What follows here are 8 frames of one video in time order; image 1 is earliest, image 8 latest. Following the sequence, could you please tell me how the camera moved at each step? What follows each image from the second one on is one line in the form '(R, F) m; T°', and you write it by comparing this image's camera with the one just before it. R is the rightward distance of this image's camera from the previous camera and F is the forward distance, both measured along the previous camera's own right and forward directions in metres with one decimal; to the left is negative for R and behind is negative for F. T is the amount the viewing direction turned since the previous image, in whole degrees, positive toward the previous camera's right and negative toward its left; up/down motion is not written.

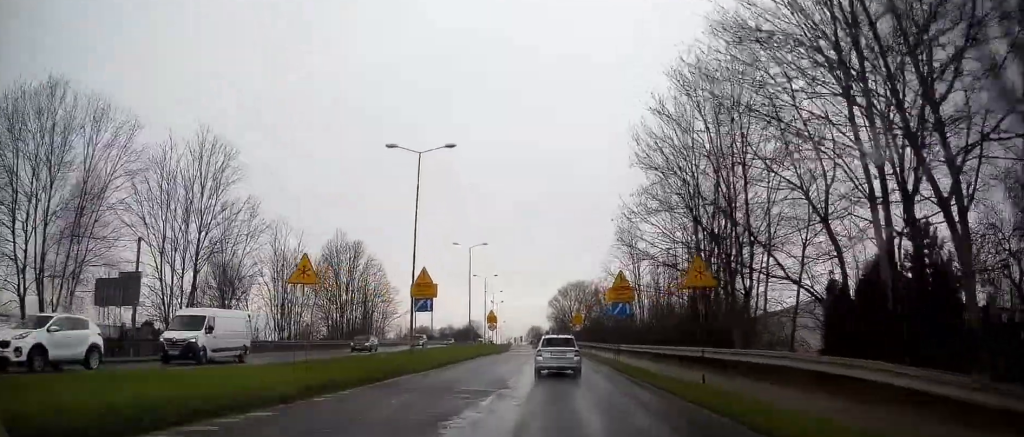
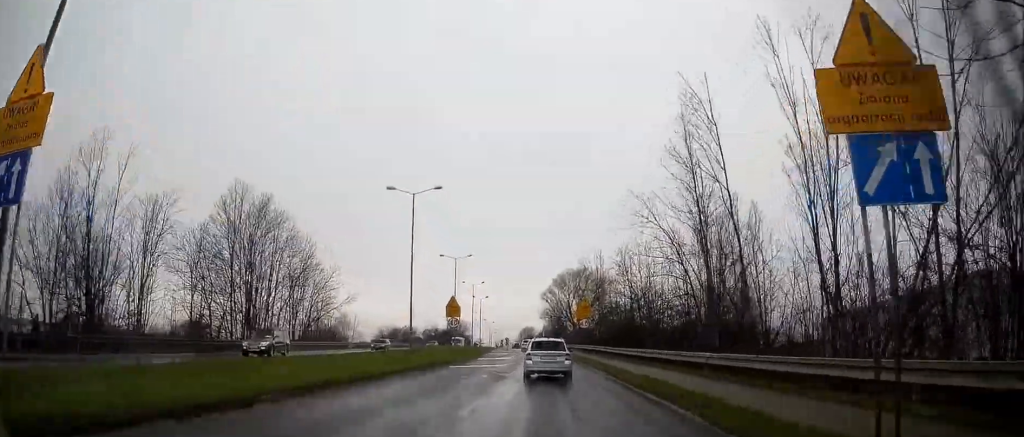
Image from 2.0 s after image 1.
(-0.5, +27.0) m; -1°
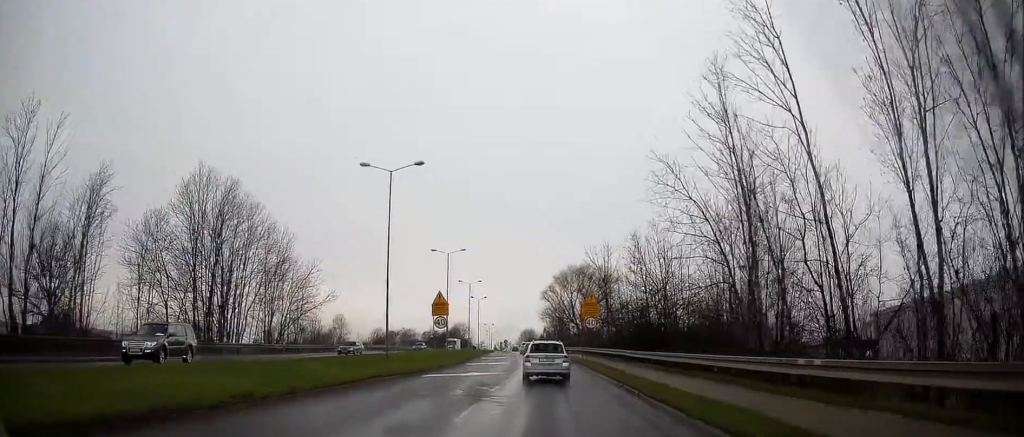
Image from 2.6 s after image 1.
(+0.1, +6.7) m; 0°
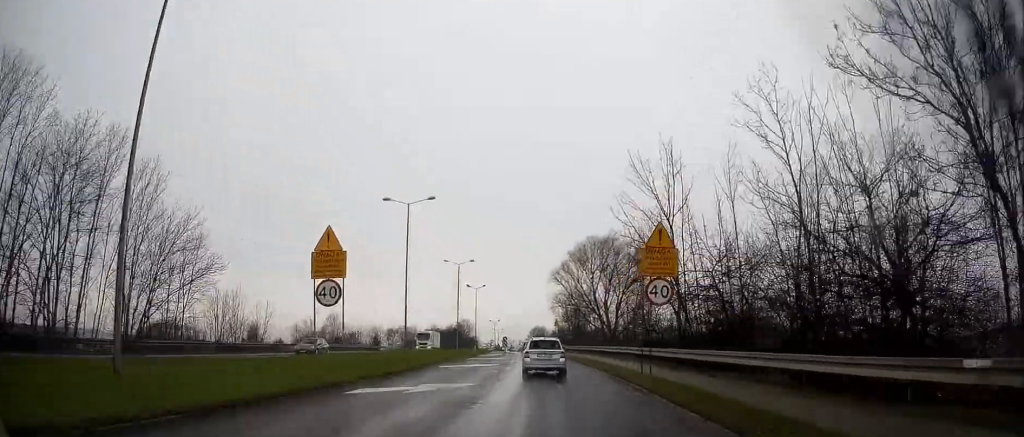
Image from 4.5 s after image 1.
(-0.3, +24.6) m; -2°
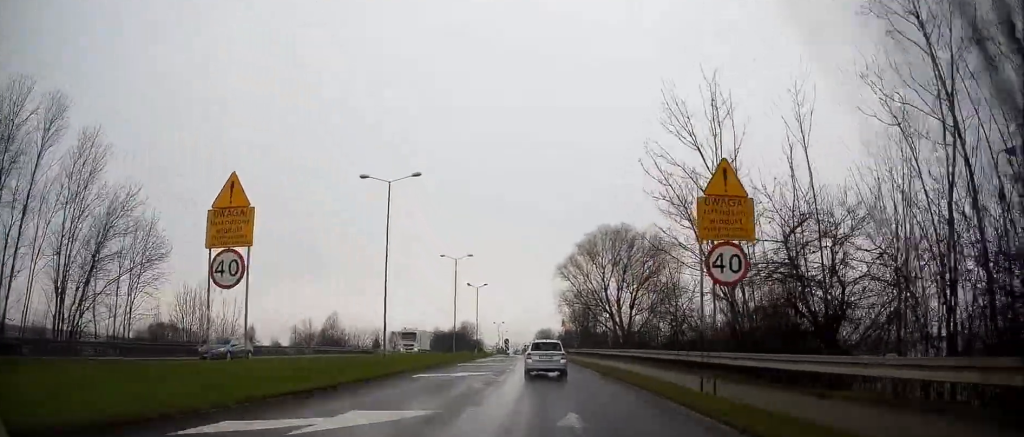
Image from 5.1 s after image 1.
(0.0, +7.1) m; +1°
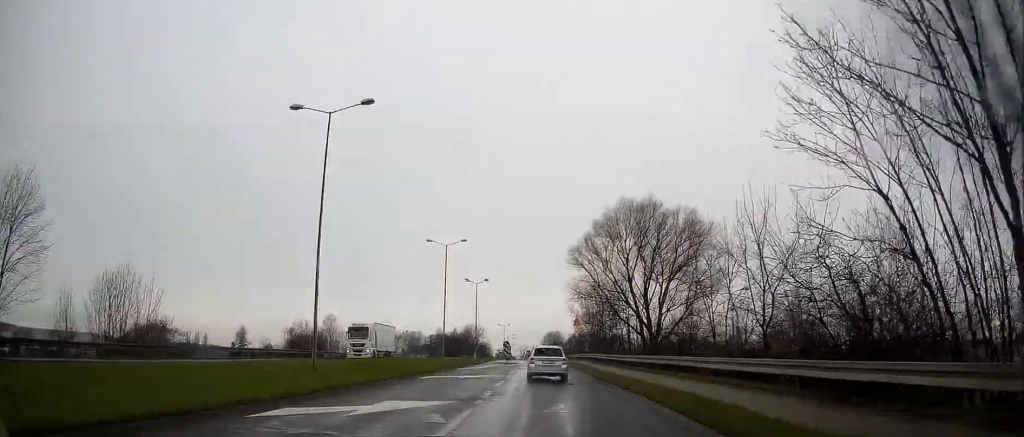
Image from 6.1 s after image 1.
(+0.2, +12.7) m; 0°
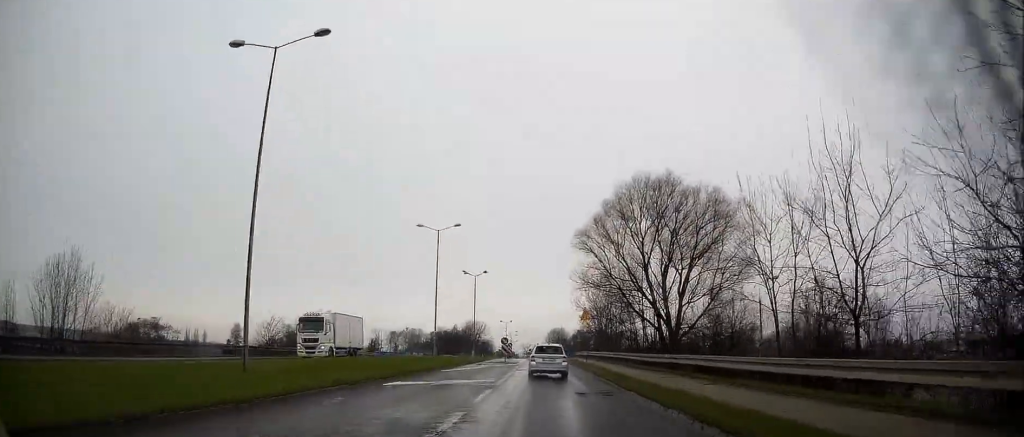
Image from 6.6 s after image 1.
(-0.1, +6.5) m; 0°
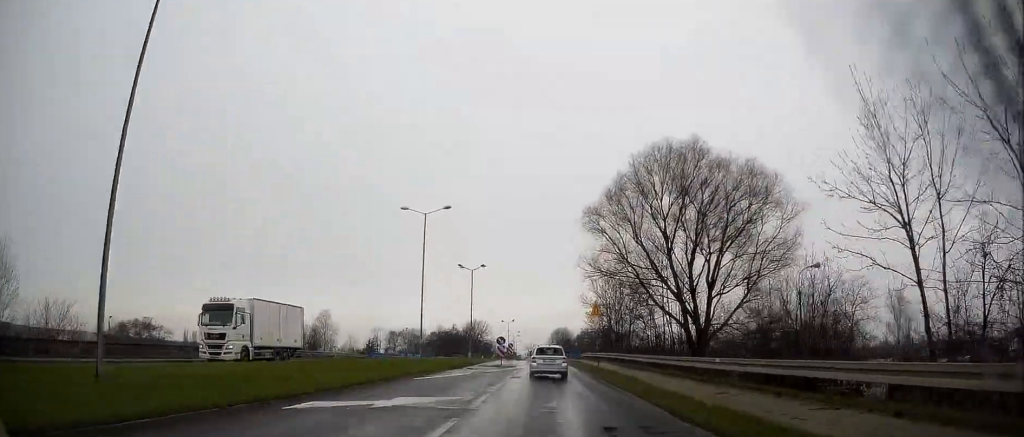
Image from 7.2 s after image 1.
(-0.2, +7.3) m; 0°
